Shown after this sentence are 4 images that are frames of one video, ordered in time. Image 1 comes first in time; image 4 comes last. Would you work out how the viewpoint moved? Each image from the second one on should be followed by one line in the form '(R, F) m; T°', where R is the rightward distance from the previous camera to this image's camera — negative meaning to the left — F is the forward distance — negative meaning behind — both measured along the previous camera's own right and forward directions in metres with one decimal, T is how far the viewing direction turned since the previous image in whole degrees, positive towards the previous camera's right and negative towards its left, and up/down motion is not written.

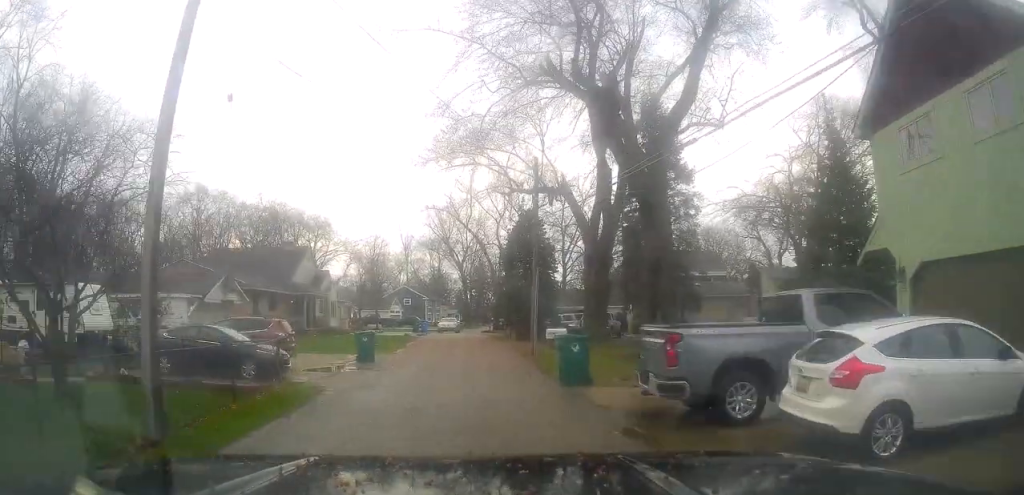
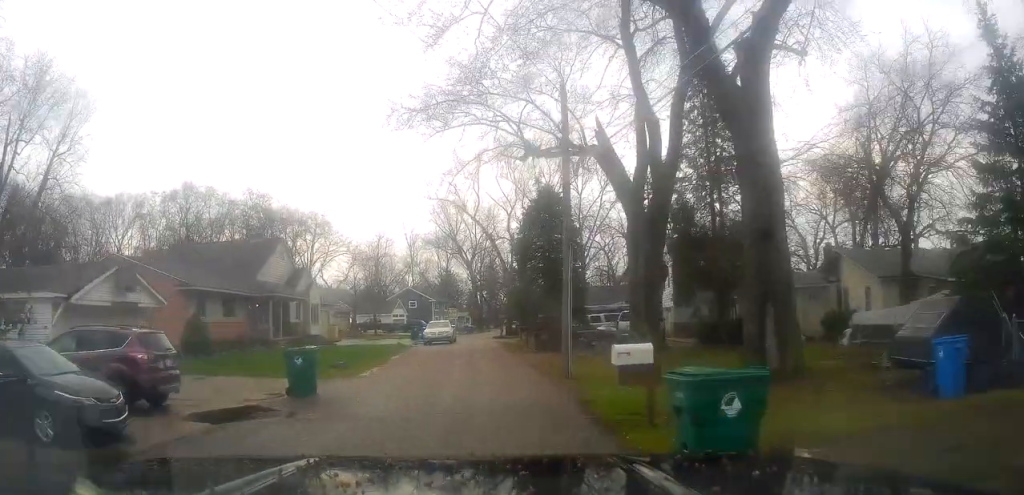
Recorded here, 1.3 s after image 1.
(+2.2, +8.4) m; +16°
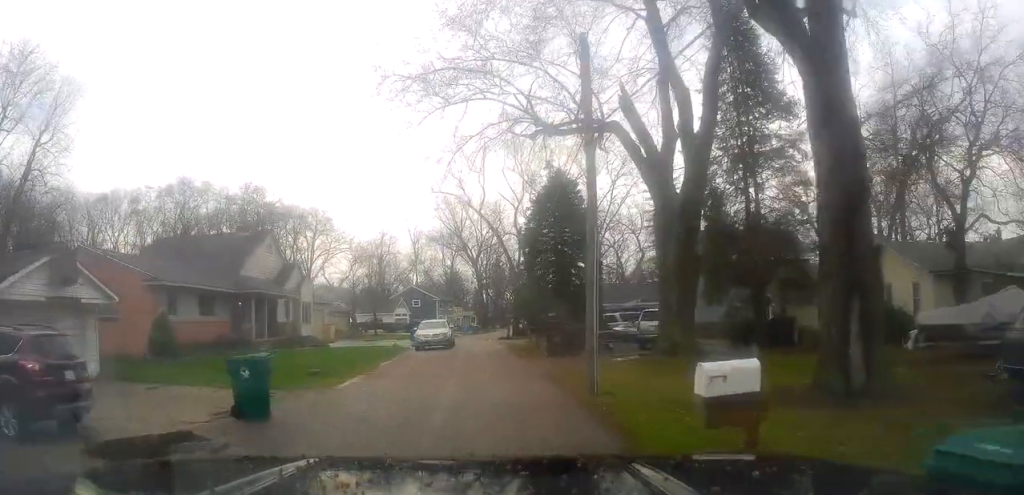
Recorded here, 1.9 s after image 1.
(+0.5, +3.5) m; -5°
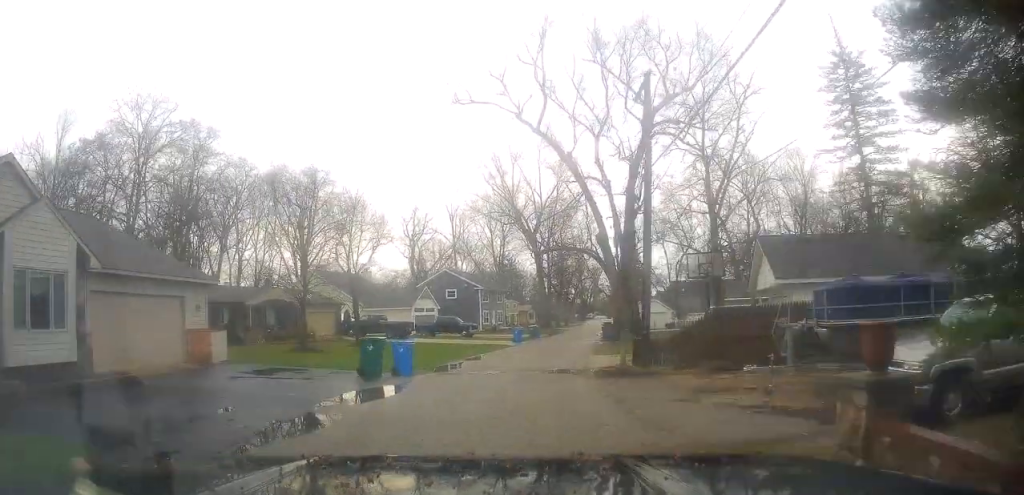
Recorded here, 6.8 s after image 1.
(-8.2, +26.0) m; -16°
